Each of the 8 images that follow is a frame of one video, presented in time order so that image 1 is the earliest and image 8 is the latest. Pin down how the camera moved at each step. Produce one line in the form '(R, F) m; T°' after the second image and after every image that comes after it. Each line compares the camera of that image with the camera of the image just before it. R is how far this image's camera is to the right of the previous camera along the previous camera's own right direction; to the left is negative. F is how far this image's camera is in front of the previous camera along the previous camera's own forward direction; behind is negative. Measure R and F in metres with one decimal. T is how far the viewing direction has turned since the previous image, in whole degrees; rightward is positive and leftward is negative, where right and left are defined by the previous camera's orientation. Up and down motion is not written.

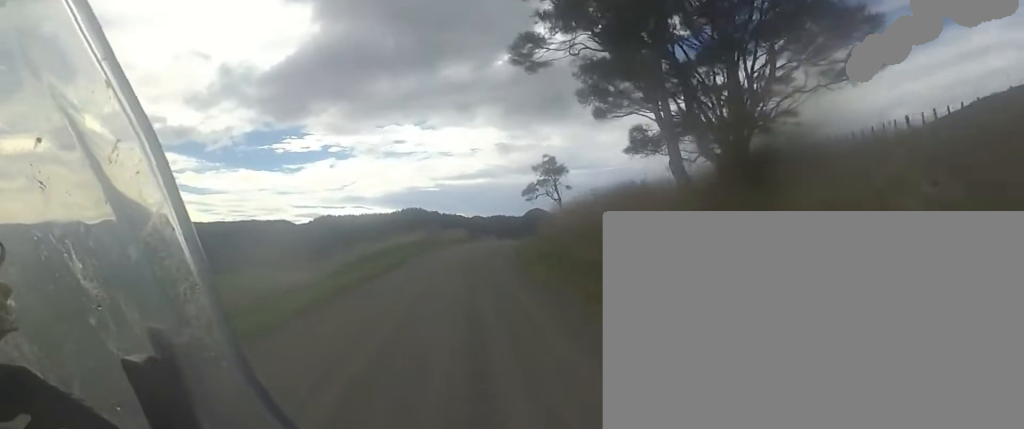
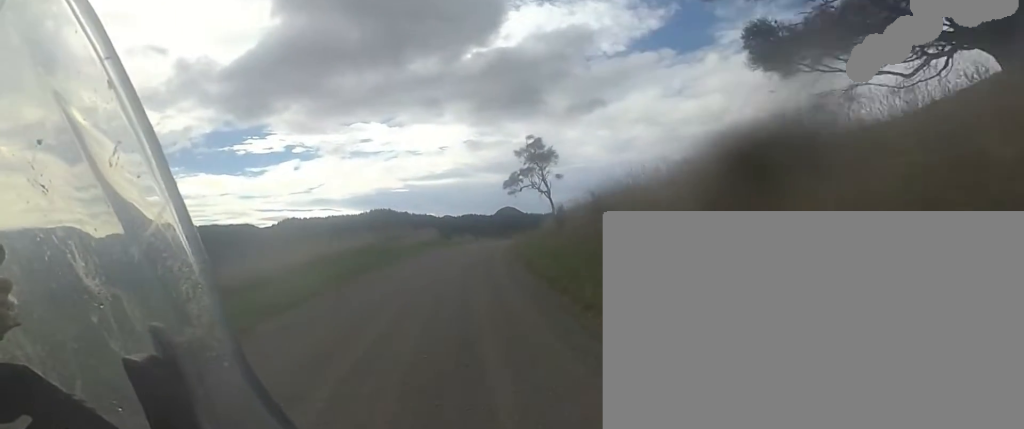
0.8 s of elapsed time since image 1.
(+0.2, +12.7) m; +5°
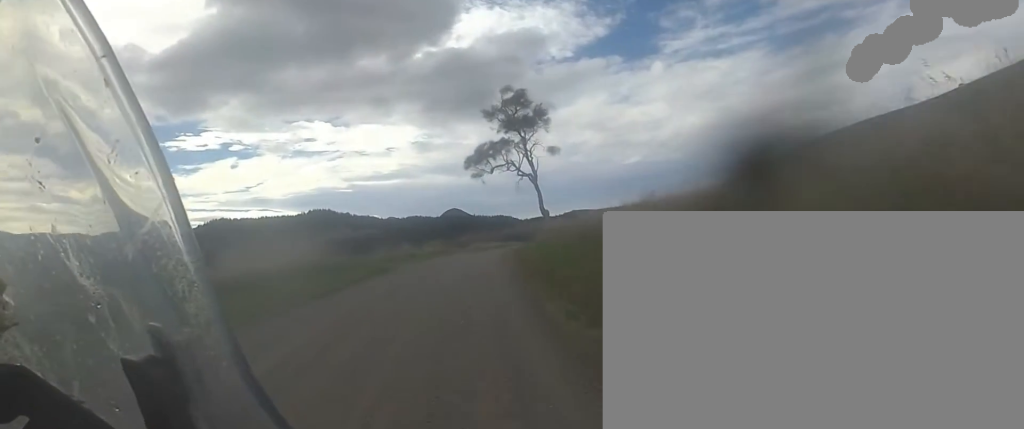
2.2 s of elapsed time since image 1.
(+2.2, +21.4) m; +7°
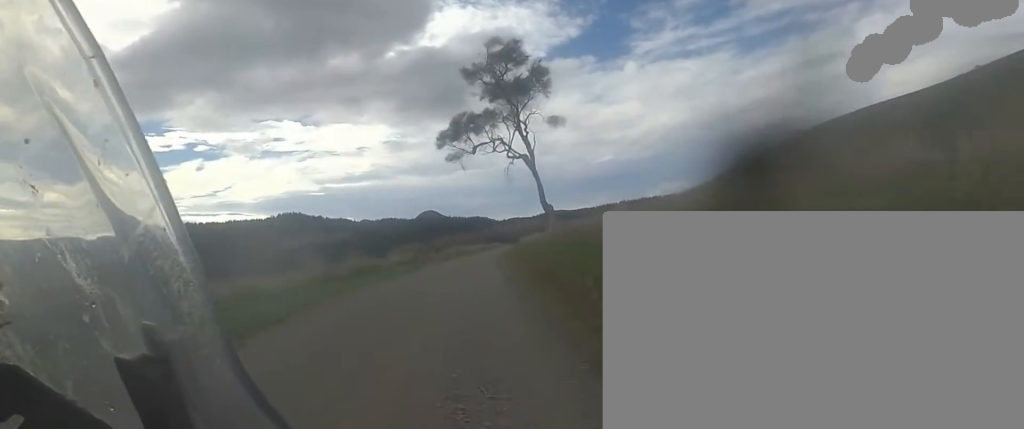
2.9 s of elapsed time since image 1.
(-0.3, +10.8) m; +3°
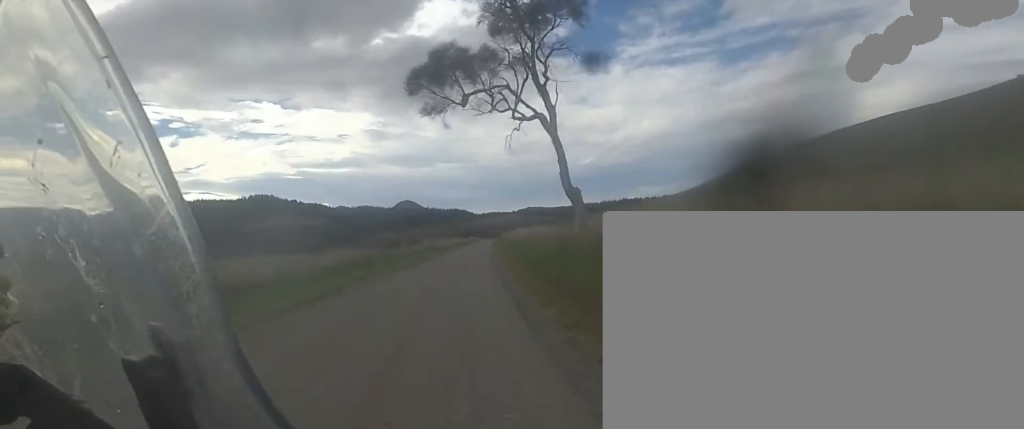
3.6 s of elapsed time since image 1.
(+0.2, +11.8) m; +4°
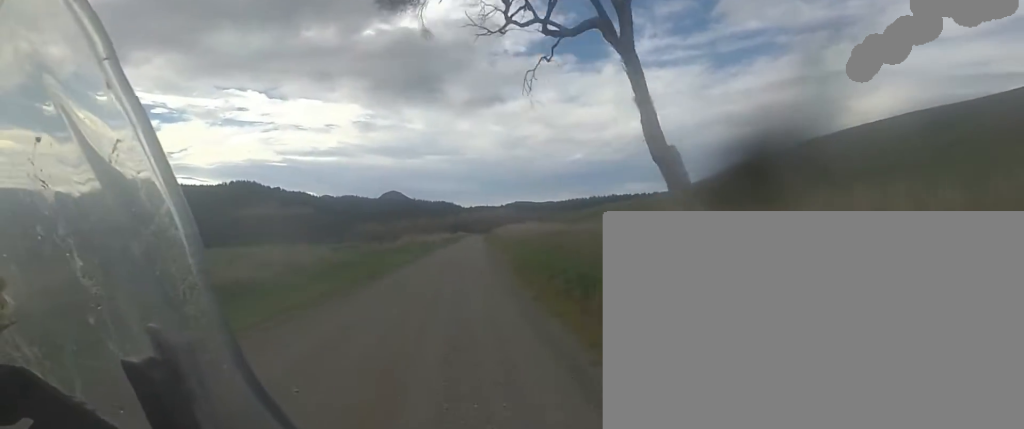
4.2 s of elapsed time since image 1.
(+0.7, +9.8) m; +3°
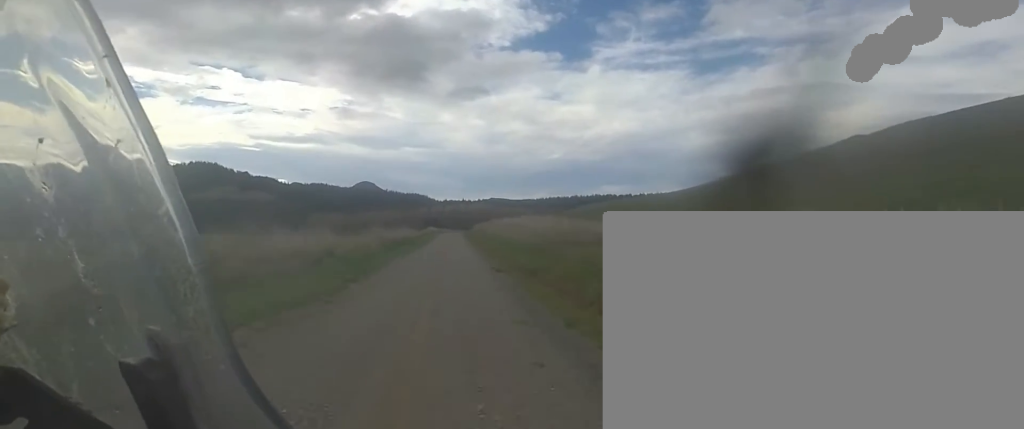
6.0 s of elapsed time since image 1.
(+0.3, +32.9) m; -2°
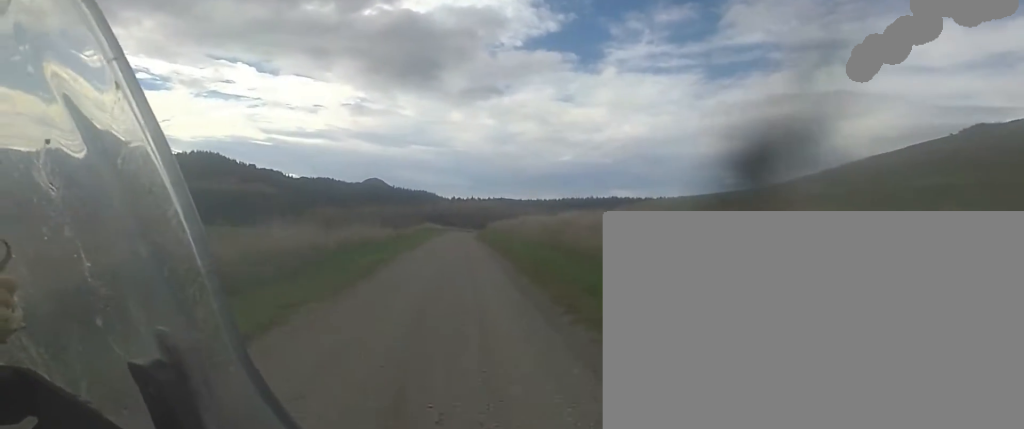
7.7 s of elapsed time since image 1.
(-0.1, +28.8) m; +3°
